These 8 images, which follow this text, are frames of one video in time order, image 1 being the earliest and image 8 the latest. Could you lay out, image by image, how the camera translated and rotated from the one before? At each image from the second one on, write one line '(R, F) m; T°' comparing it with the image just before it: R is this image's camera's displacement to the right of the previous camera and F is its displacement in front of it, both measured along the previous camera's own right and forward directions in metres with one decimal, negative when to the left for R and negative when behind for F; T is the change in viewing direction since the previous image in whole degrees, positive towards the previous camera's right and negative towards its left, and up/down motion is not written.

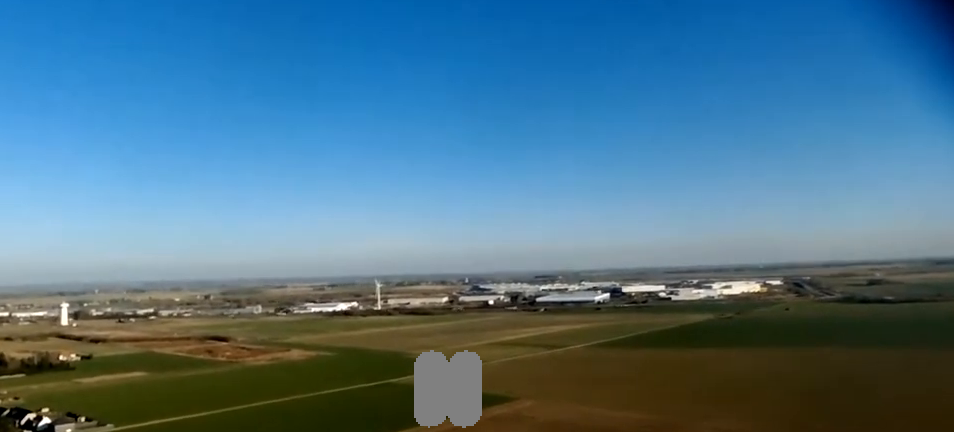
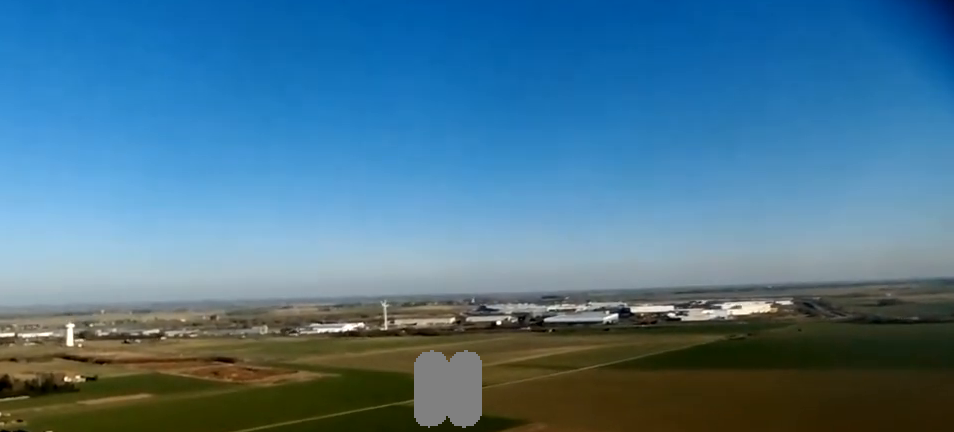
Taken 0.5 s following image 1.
(0.0, +6.5) m; -1°
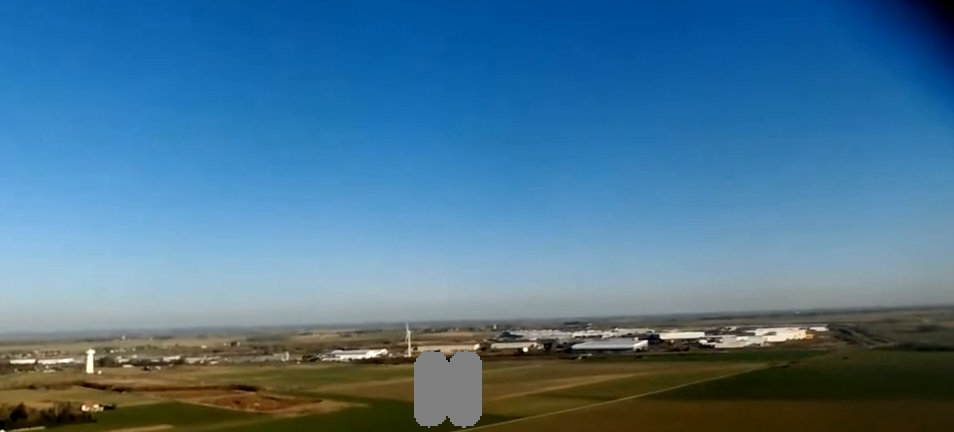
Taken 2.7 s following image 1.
(-2.8, +33.7) m; -3°
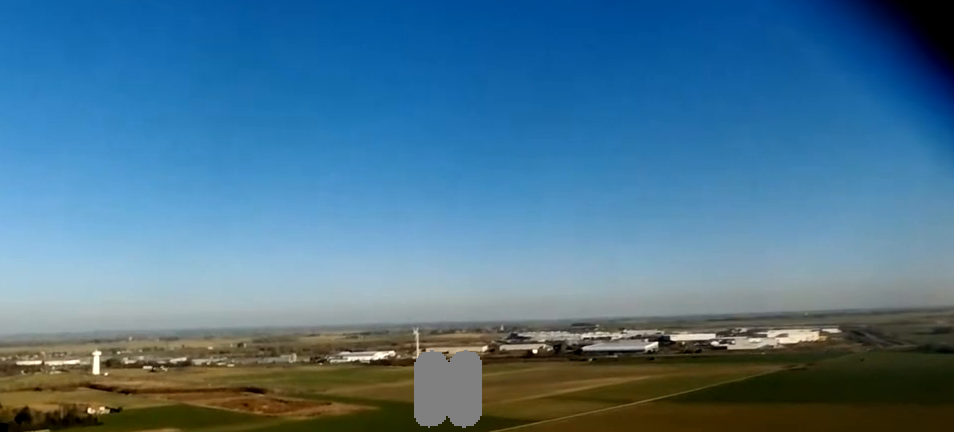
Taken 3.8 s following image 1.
(+1.2, +17.0) m; +4°
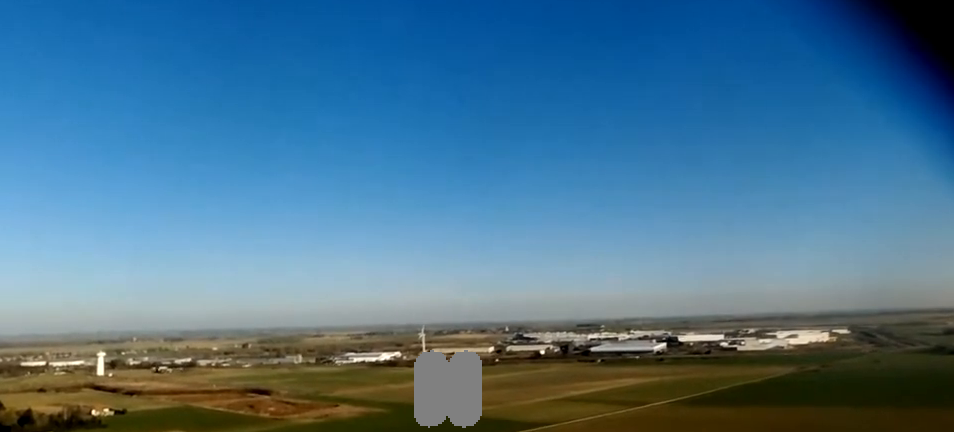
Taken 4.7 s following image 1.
(0.0, +14.5) m; +2°
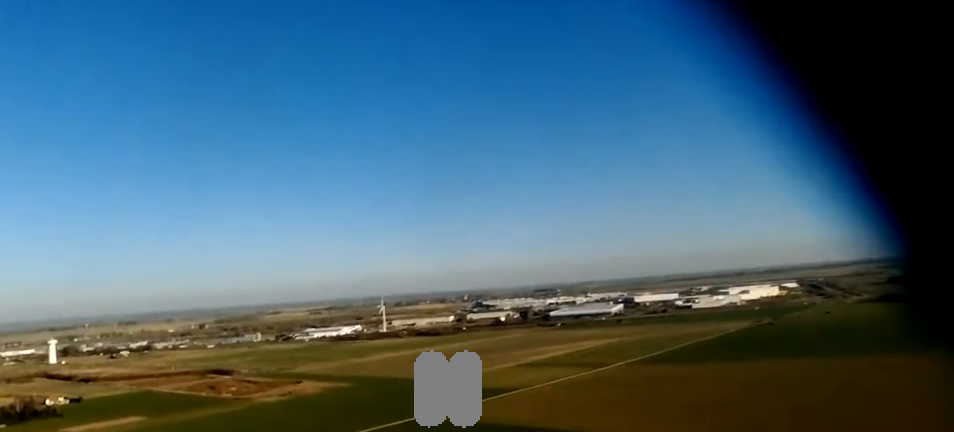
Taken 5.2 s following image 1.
(-0.3, +7.9) m; +3°
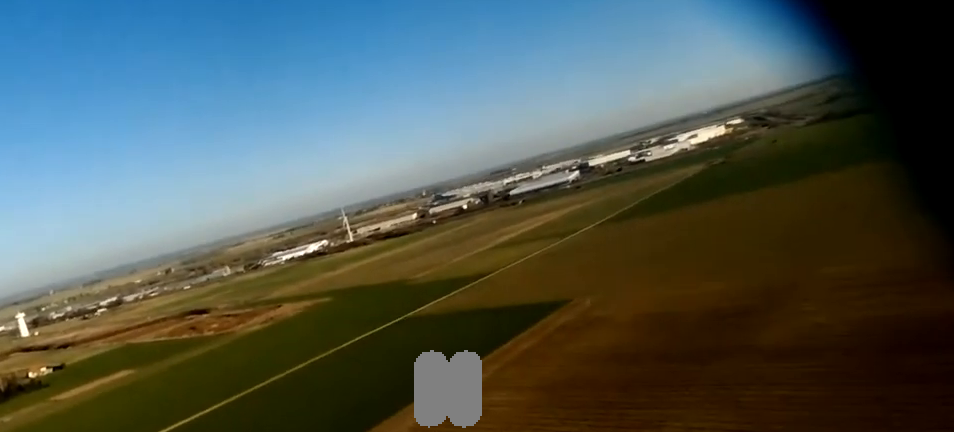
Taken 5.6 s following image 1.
(+0.3, +6.7) m; +5°
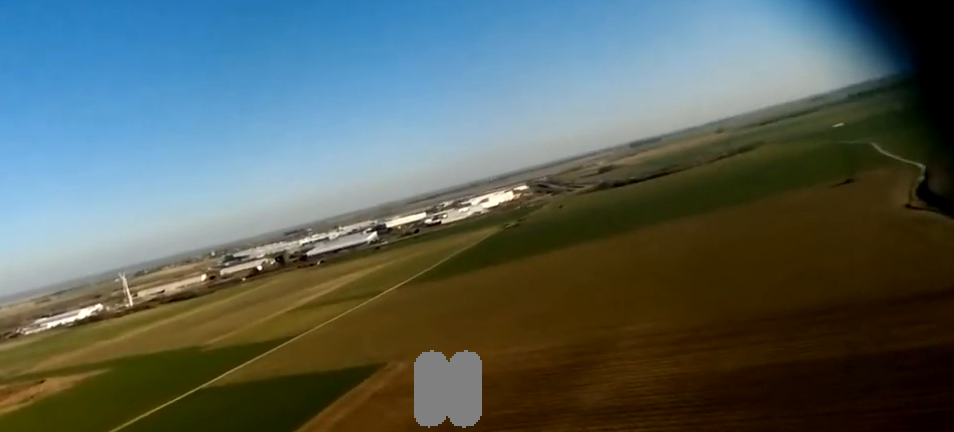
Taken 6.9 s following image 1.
(+3.9, +21.5) m; +18°
